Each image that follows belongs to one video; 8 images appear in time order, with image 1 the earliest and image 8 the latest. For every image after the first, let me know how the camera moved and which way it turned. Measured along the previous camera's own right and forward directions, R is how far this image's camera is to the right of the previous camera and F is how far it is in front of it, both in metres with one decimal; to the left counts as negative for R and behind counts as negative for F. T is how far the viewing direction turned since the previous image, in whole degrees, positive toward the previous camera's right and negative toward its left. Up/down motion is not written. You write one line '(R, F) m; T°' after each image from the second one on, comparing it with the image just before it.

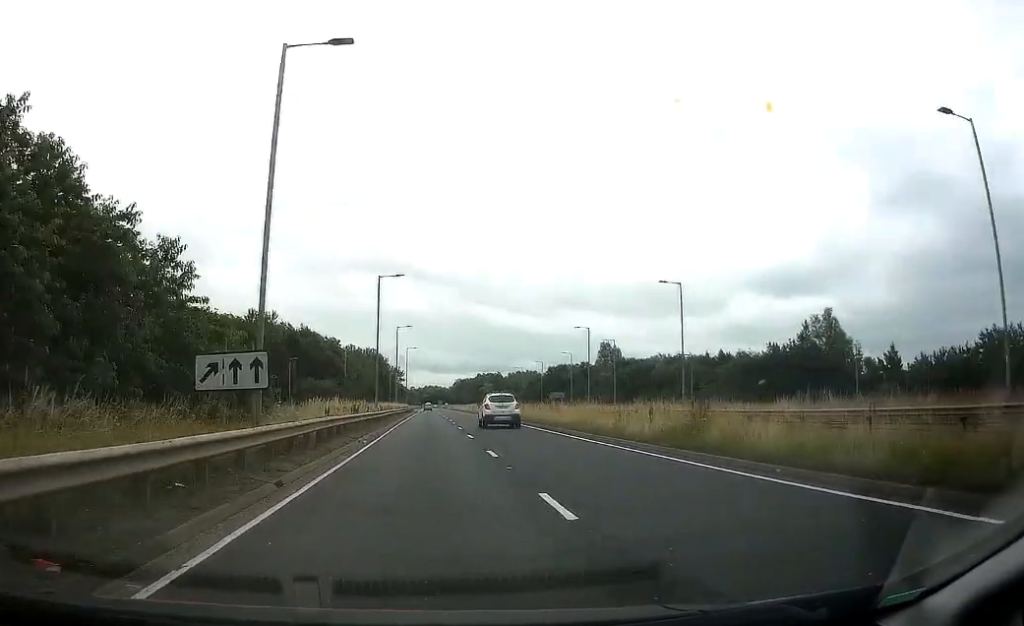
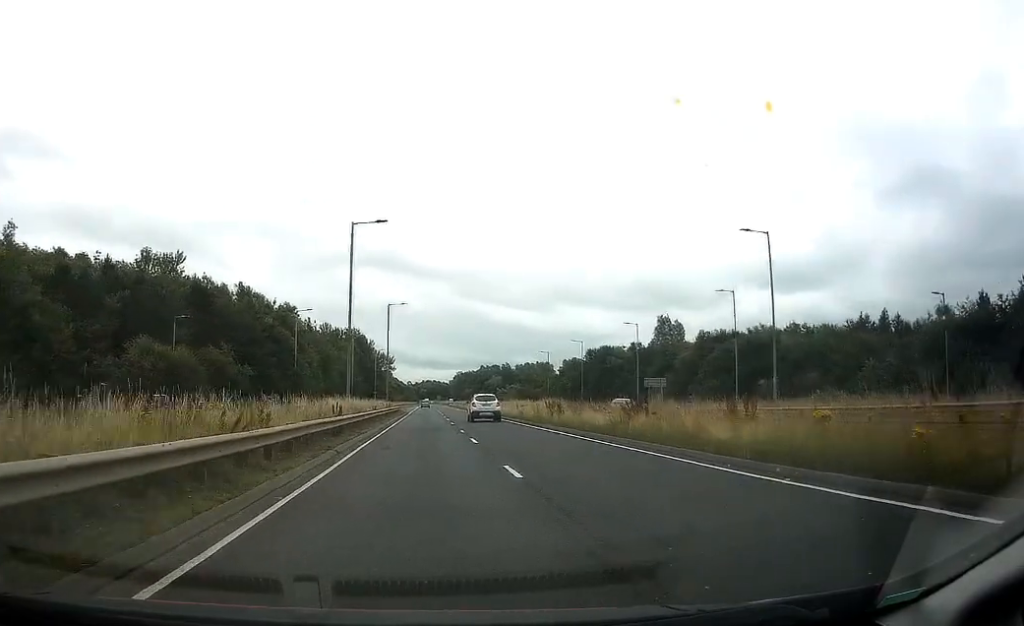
(+0.7, +48.1) m; +1°
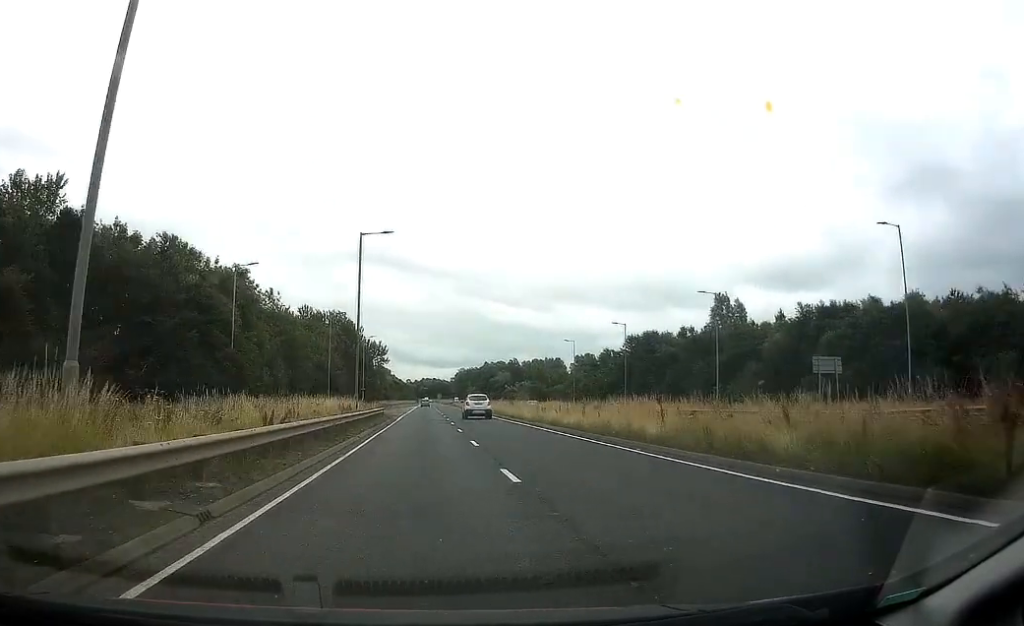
(+0.1, +27.6) m; 0°
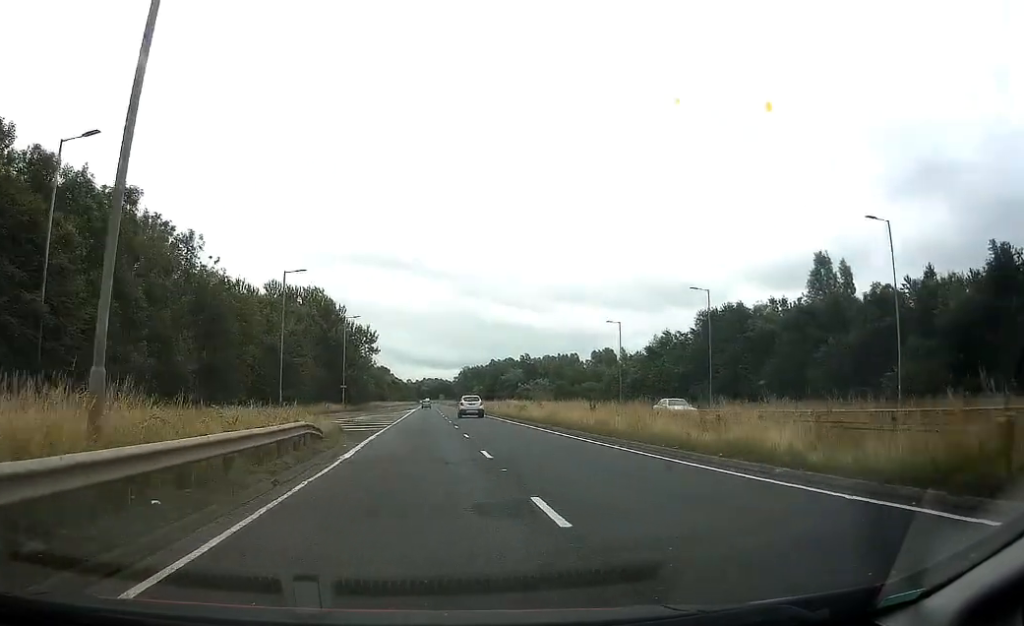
(-0.2, +30.8) m; -1°
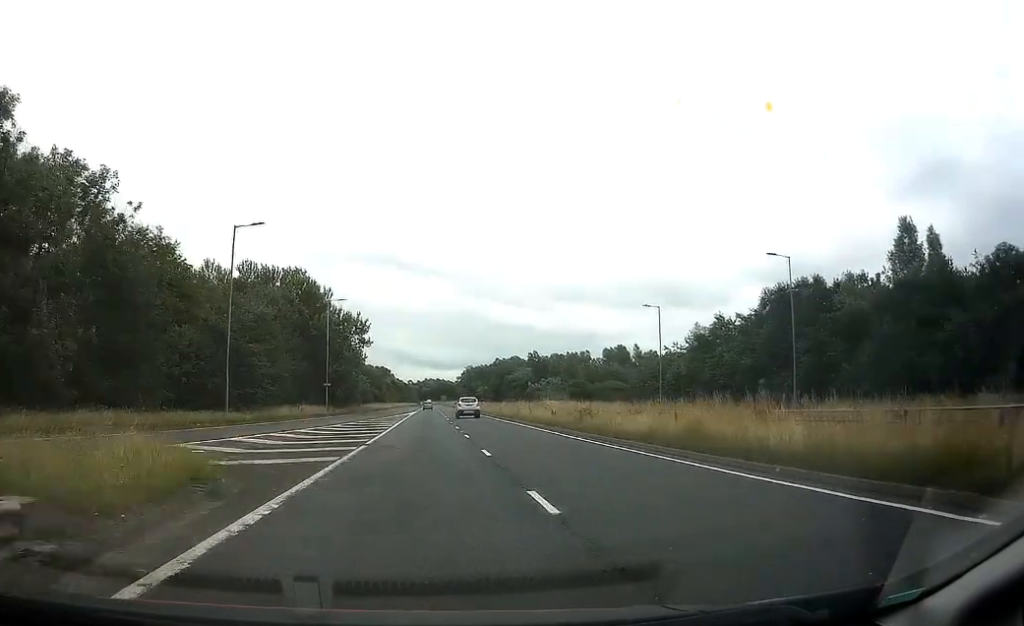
(-0.3, +17.1) m; 0°
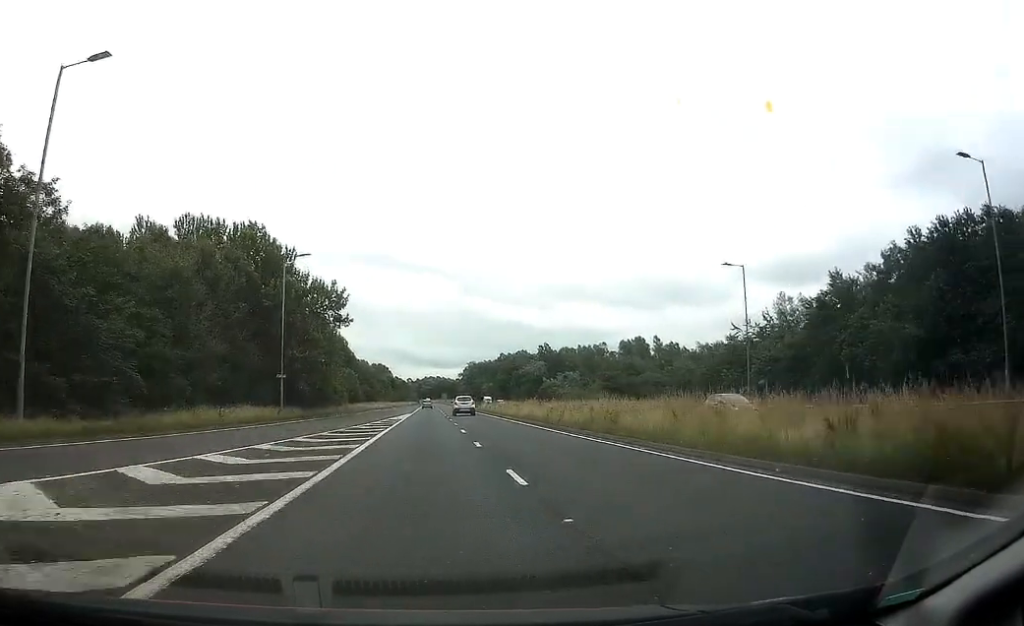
(+0.4, +23.0) m; +1°
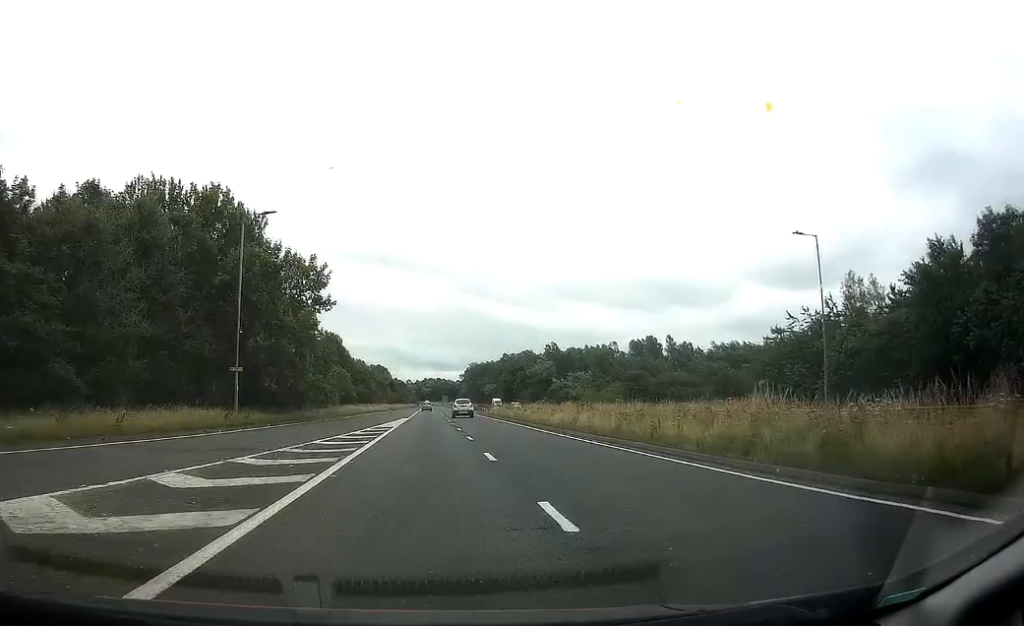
(0.0, +12.8) m; 0°
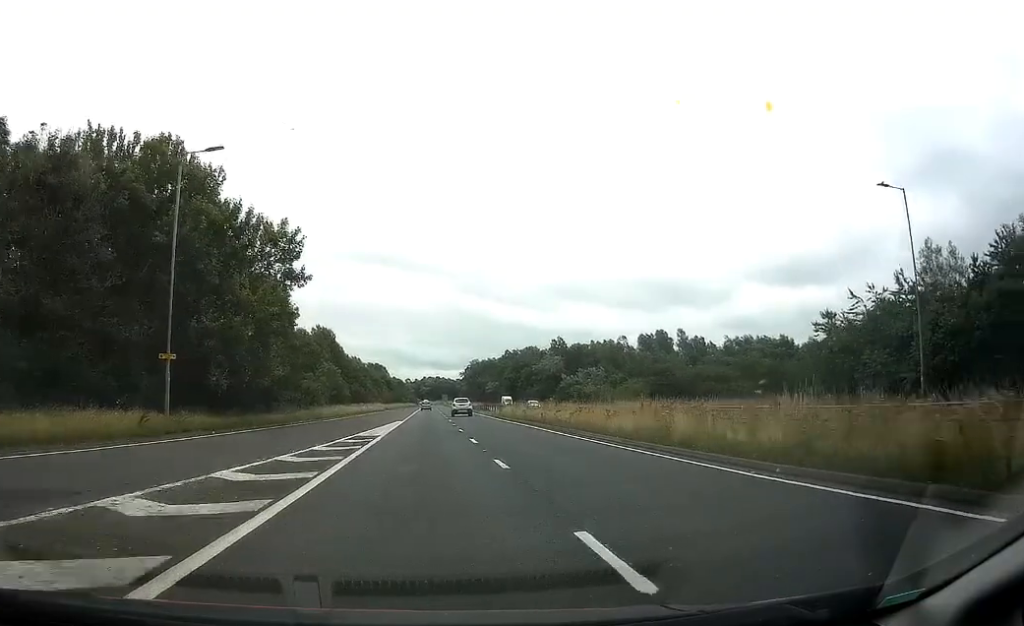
(0.0, +11.1) m; 0°
